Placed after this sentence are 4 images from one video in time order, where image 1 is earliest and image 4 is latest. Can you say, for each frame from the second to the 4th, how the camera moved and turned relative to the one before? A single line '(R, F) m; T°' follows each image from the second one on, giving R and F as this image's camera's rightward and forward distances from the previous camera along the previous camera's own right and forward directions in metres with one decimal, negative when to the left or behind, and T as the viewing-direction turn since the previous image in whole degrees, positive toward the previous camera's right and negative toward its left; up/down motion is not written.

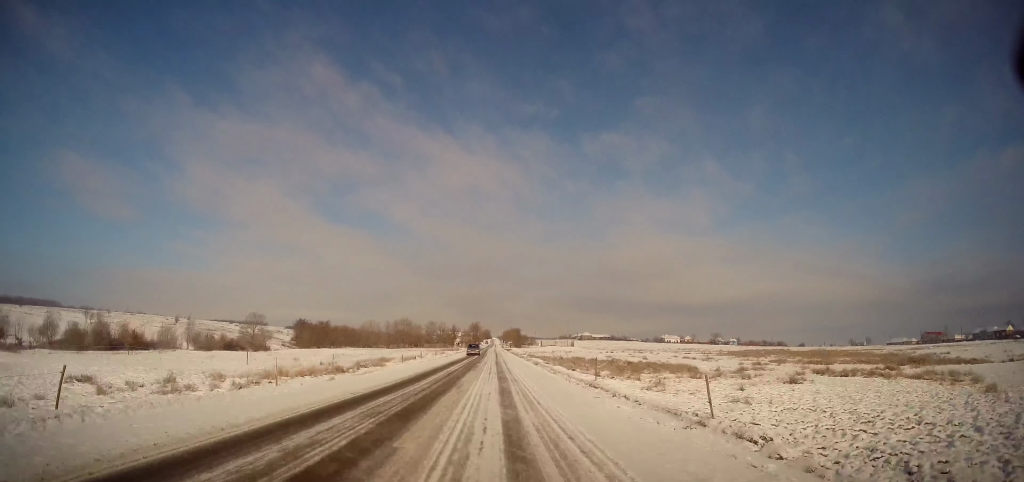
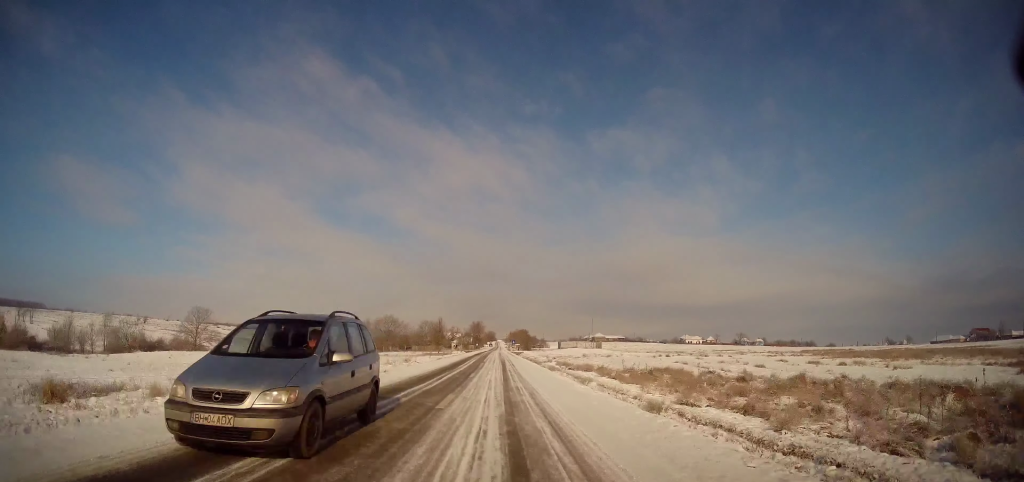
(0.0, +37.5) m; -1°
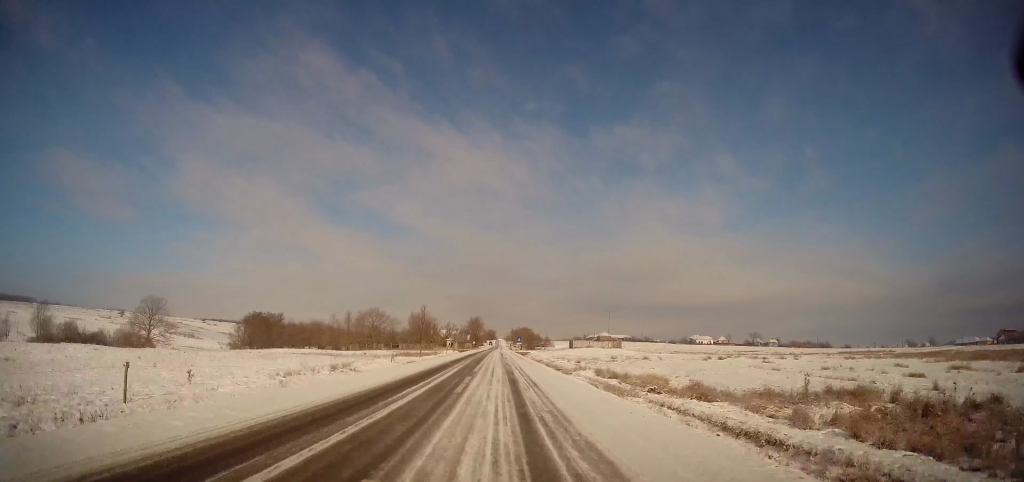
(-0.2, +20.7) m; 0°
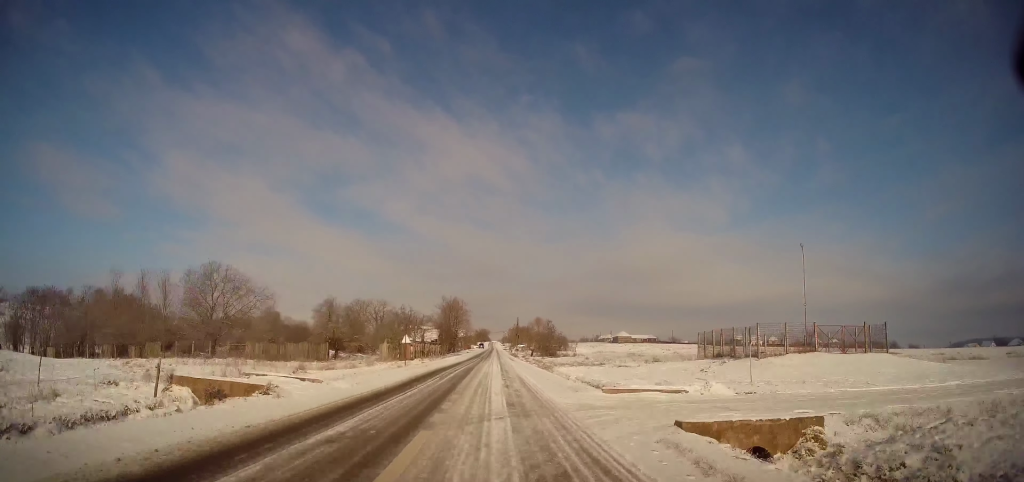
(+0.7, +81.1) m; 0°
